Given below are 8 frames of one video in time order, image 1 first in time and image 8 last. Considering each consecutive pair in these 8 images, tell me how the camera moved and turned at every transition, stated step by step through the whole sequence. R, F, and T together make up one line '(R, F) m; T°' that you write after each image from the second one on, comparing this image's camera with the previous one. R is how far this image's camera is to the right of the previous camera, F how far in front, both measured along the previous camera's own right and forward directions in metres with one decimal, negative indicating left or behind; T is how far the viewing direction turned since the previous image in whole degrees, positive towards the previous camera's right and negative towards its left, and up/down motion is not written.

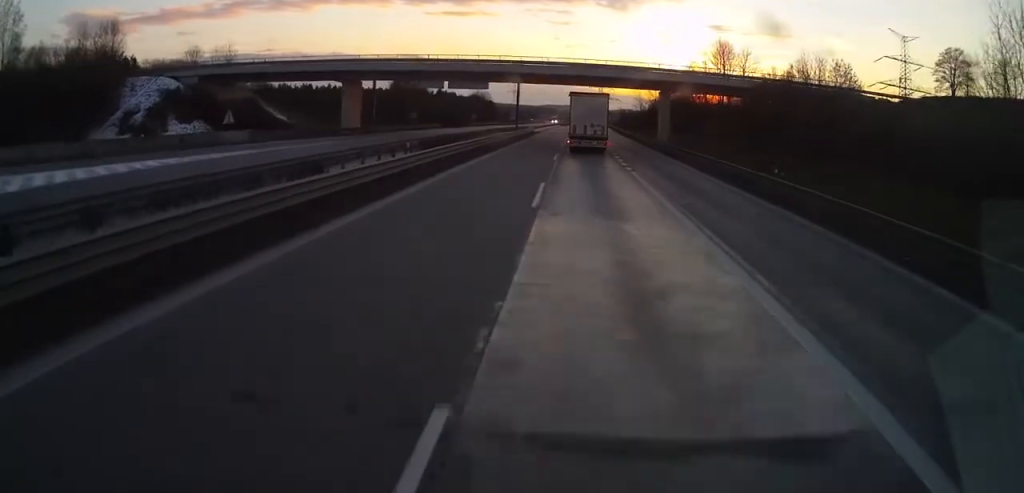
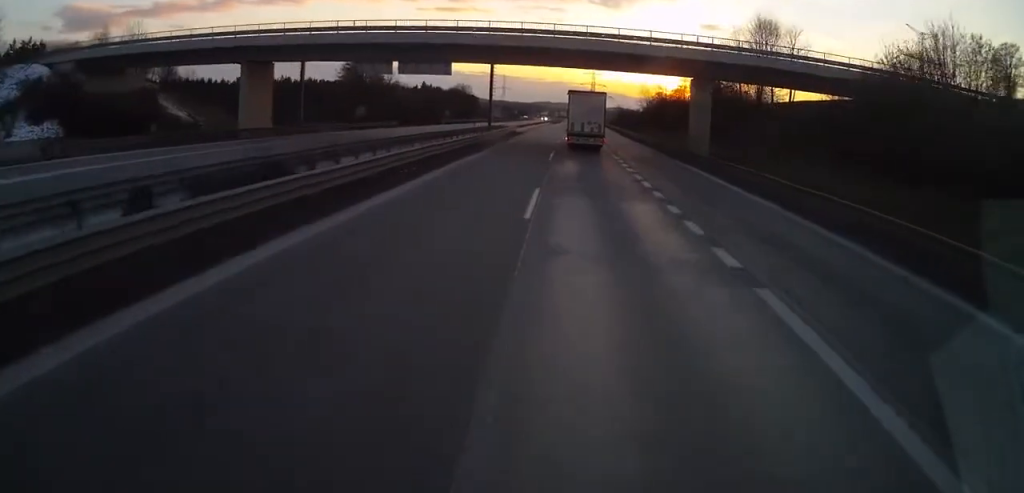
(0.0, +20.3) m; +1°
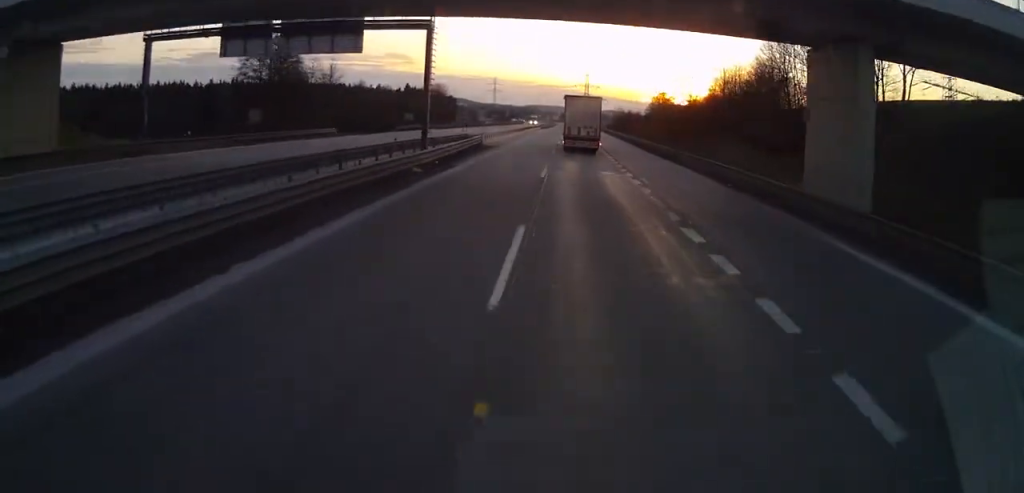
(+0.4, +23.5) m; +2°
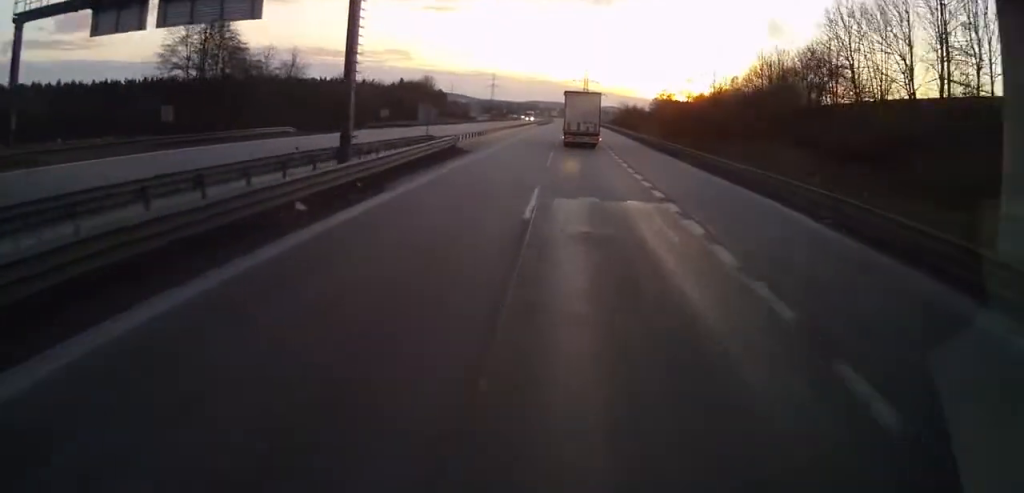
(+0.1, +11.5) m; +1°
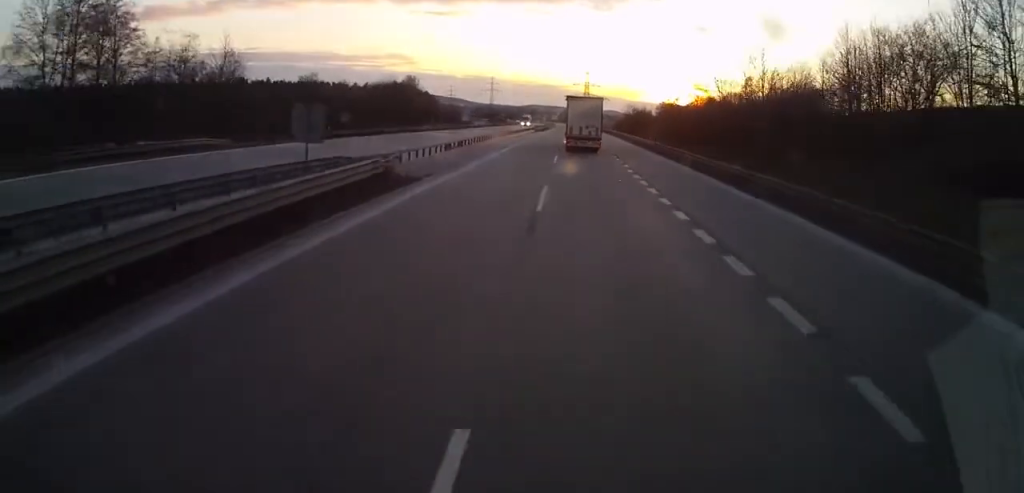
(0.0, +14.9) m; 0°
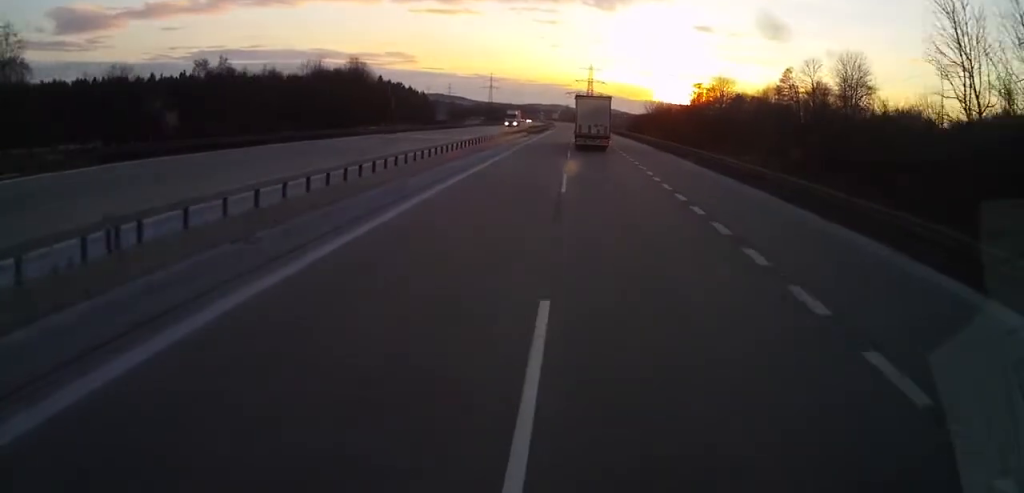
(0.0, +31.7) m; 0°
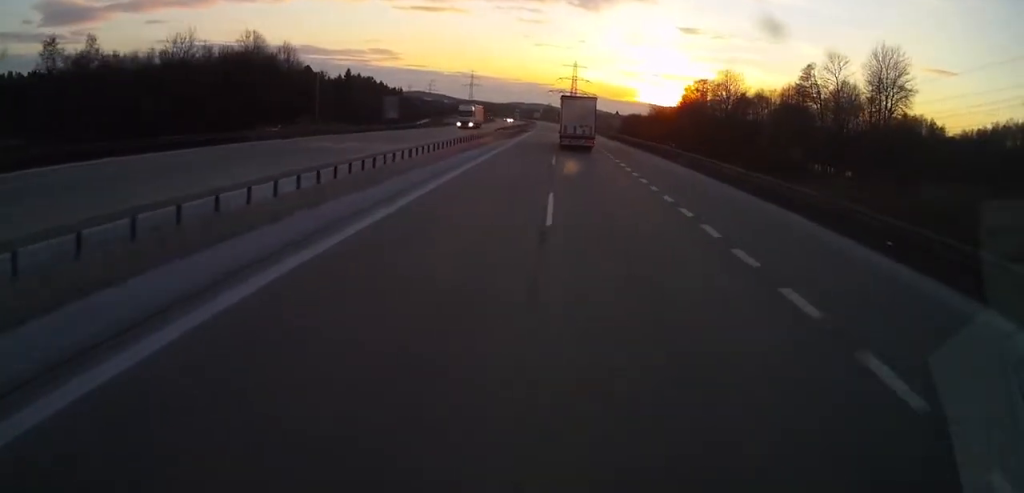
(0.0, +23.6) m; 0°
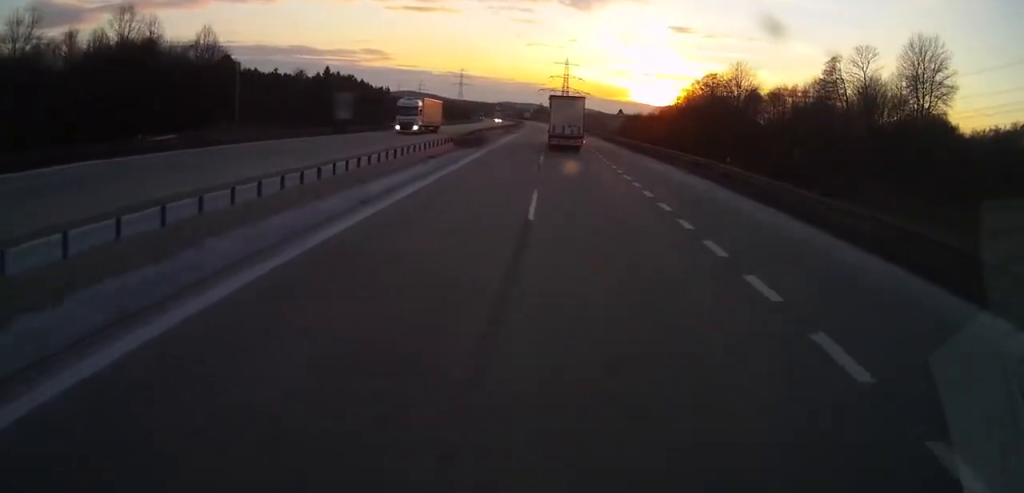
(0.0, +17.1) m; 0°
